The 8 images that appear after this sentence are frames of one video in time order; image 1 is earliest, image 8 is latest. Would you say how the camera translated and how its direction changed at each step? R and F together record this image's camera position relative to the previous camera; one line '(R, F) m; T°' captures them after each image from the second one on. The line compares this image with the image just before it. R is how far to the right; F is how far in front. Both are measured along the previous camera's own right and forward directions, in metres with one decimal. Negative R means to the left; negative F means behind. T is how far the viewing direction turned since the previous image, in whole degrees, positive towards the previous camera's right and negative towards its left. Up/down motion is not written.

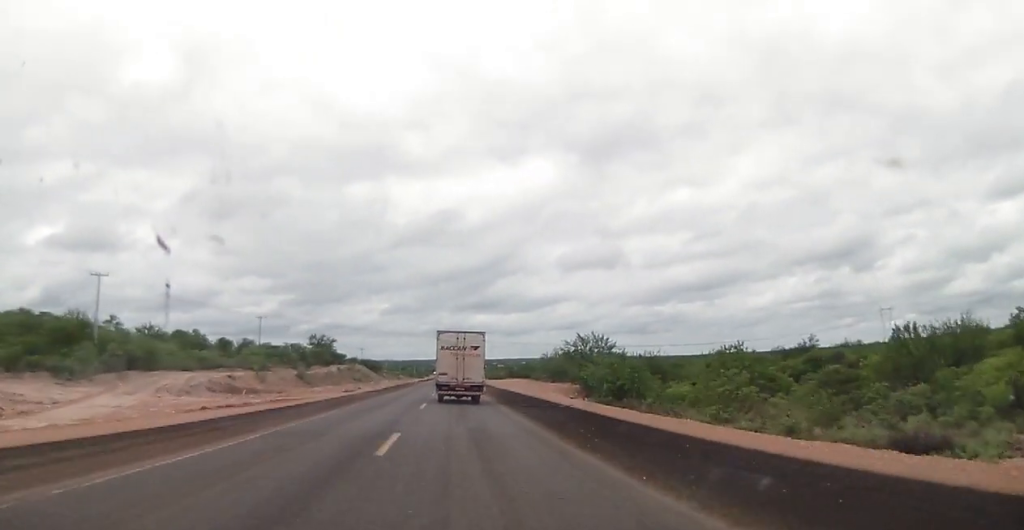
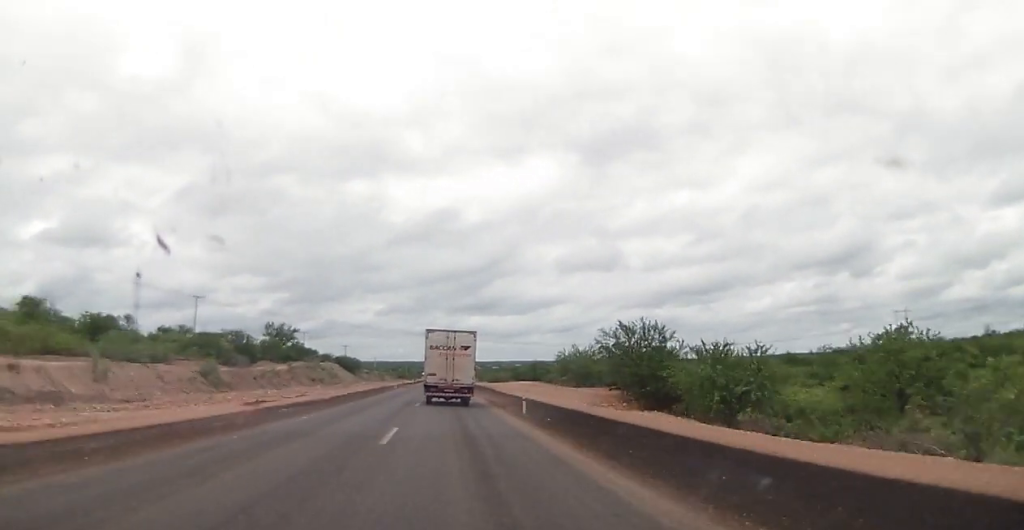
(0.0, +31.7) m; 0°
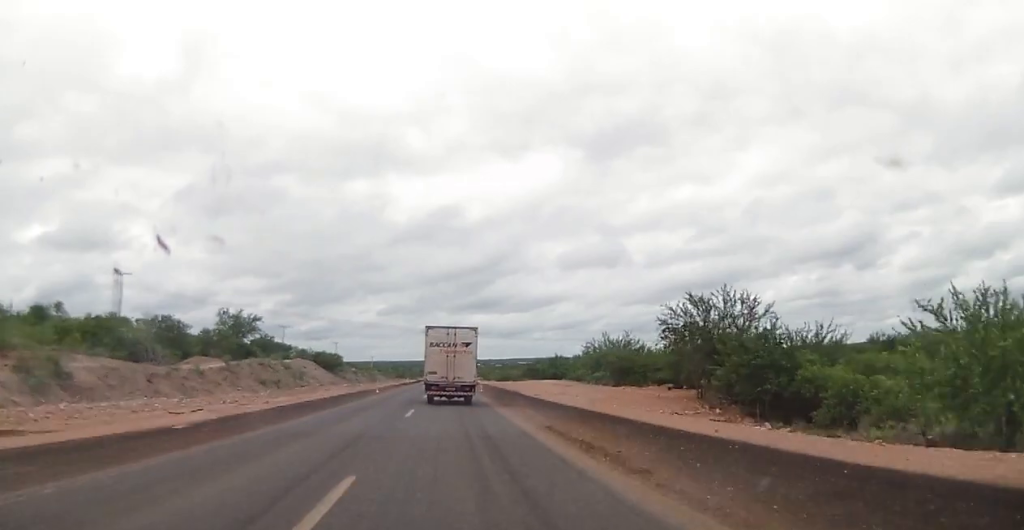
(0.0, +24.8) m; 0°
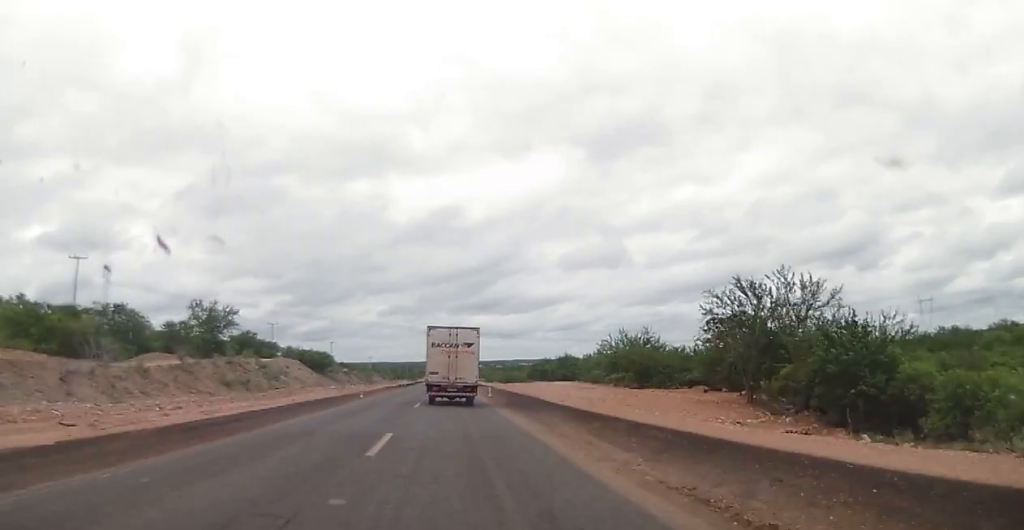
(0.0, +10.4) m; 0°
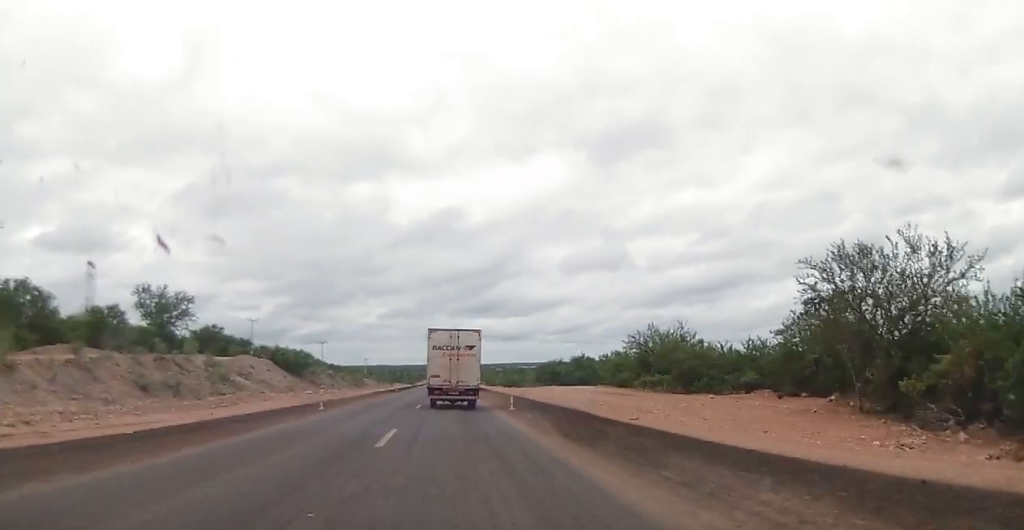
(0.0, +14.8) m; 0°
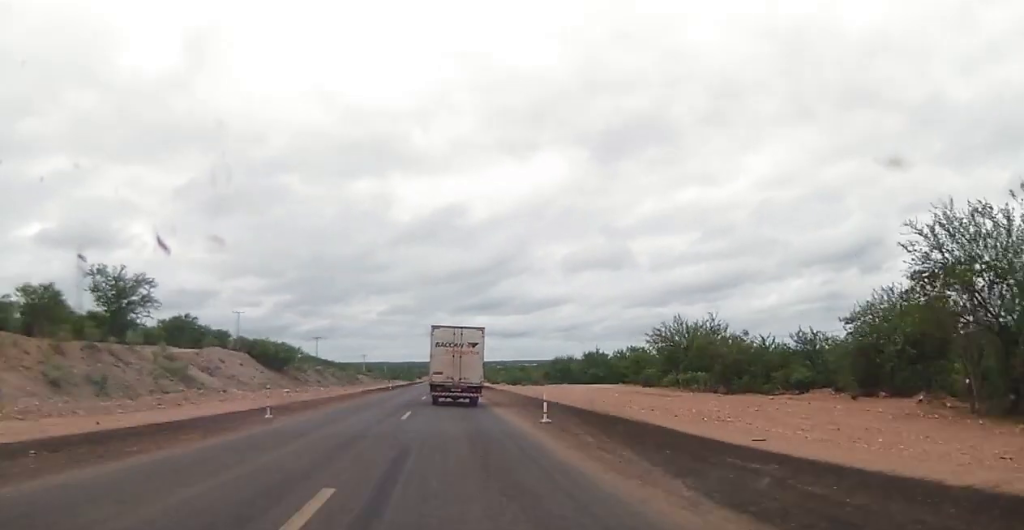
(0.0, +9.6) m; 0°
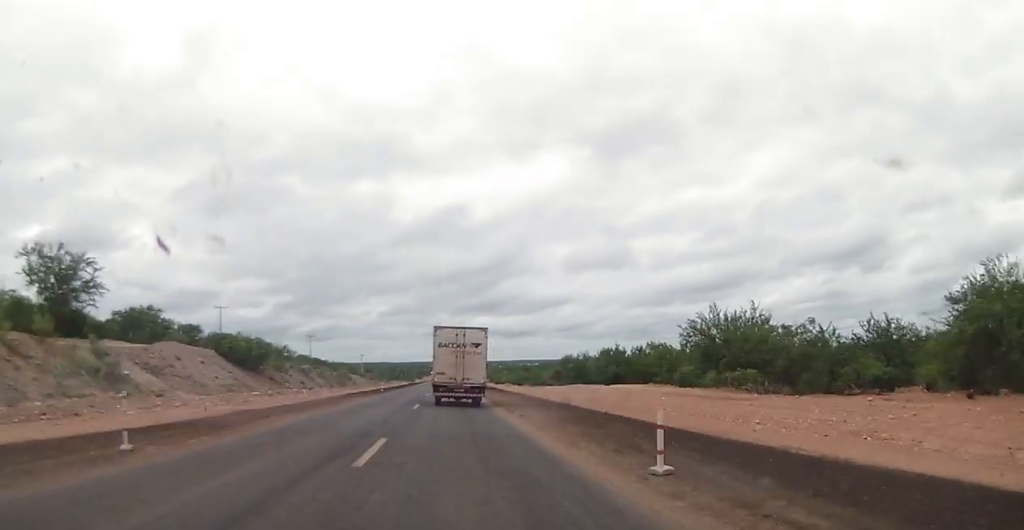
(0.0, +10.3) m; 0°
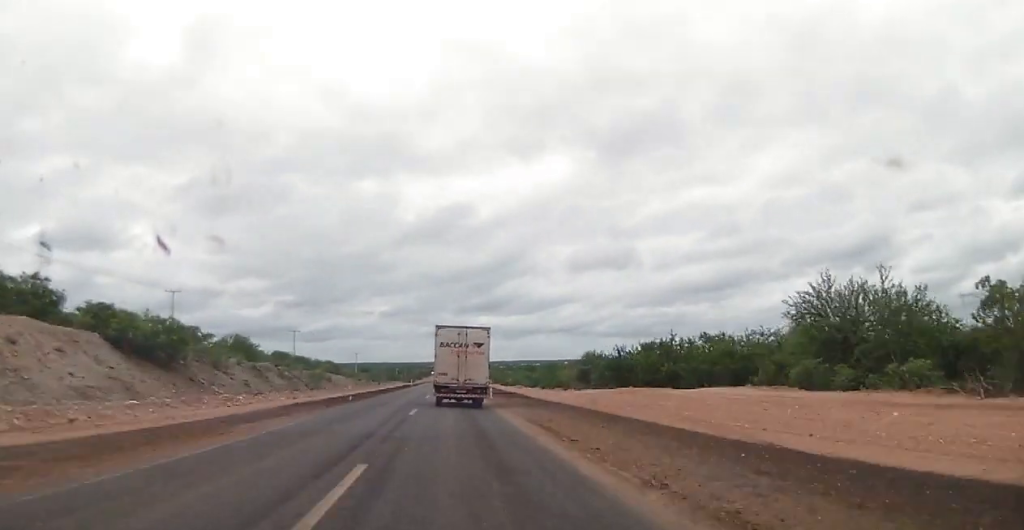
(+0.1, +20.6) m; +1°
